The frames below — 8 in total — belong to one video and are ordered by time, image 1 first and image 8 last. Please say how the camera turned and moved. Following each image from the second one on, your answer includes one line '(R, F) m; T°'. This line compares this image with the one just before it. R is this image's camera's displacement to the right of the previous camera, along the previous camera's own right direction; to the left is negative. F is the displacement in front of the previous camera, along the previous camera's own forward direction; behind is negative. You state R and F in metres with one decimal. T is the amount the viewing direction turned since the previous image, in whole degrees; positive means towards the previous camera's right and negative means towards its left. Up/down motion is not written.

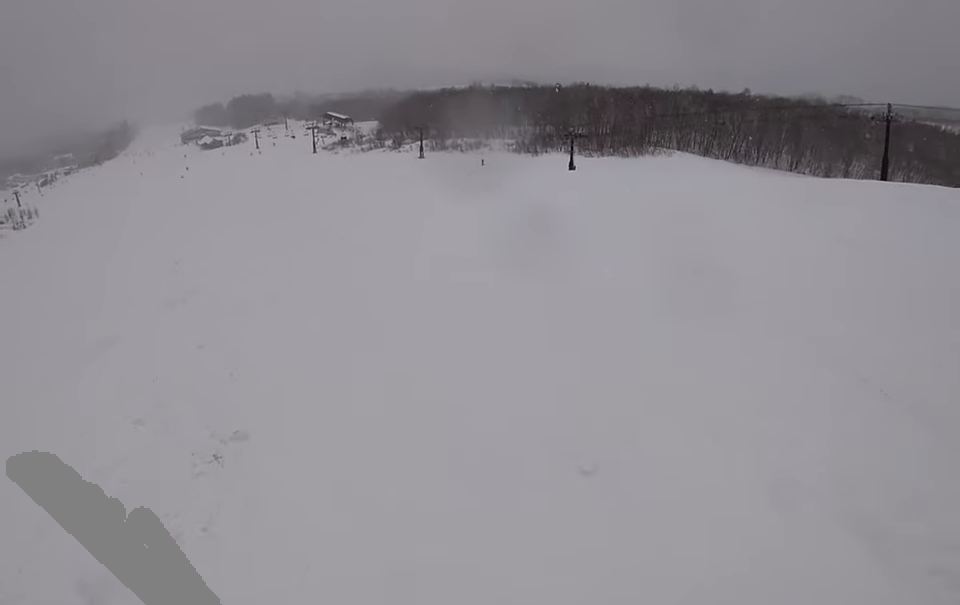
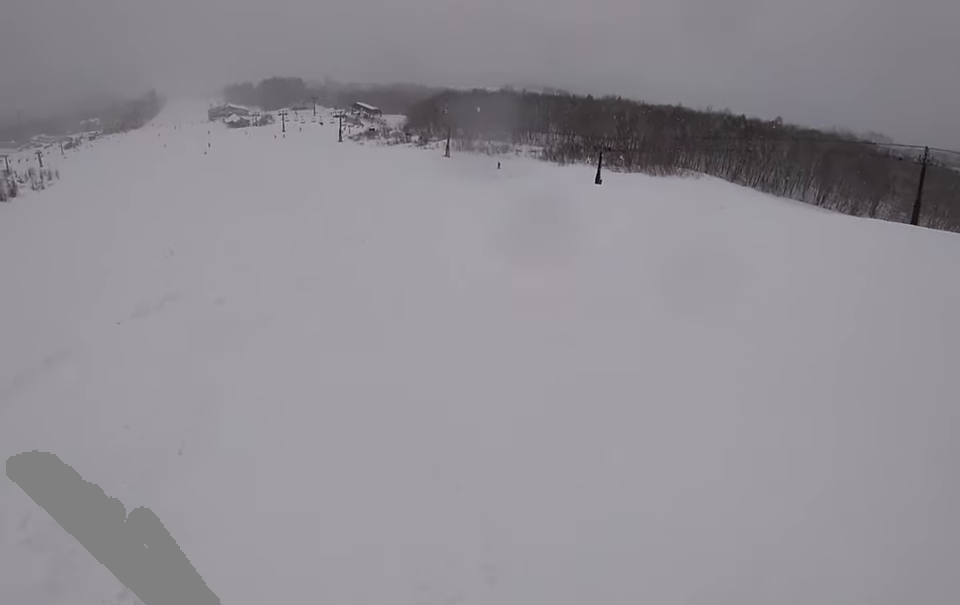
(-0.3, +1.6) m; -5°
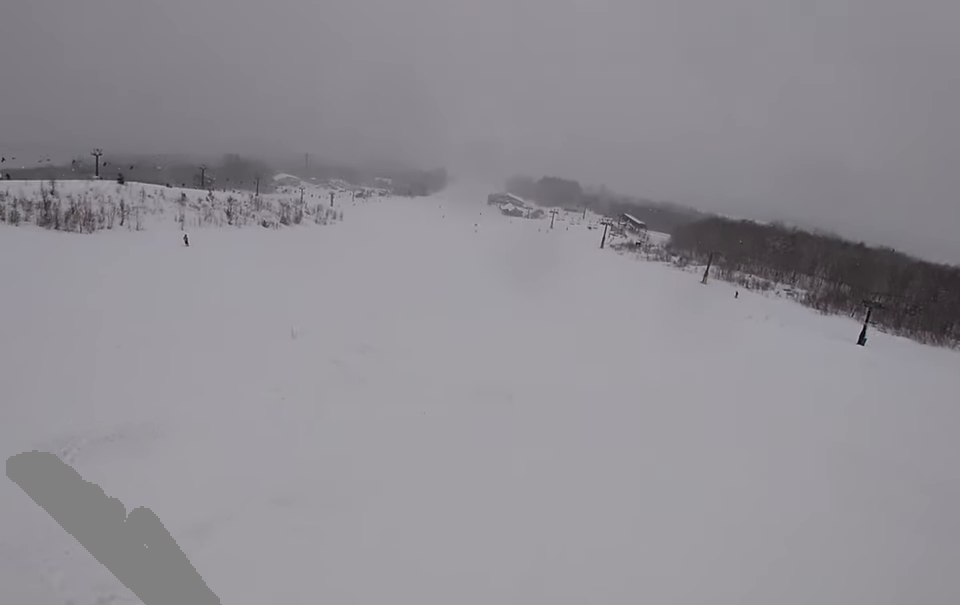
(-0.5, +3.8) m; -16°
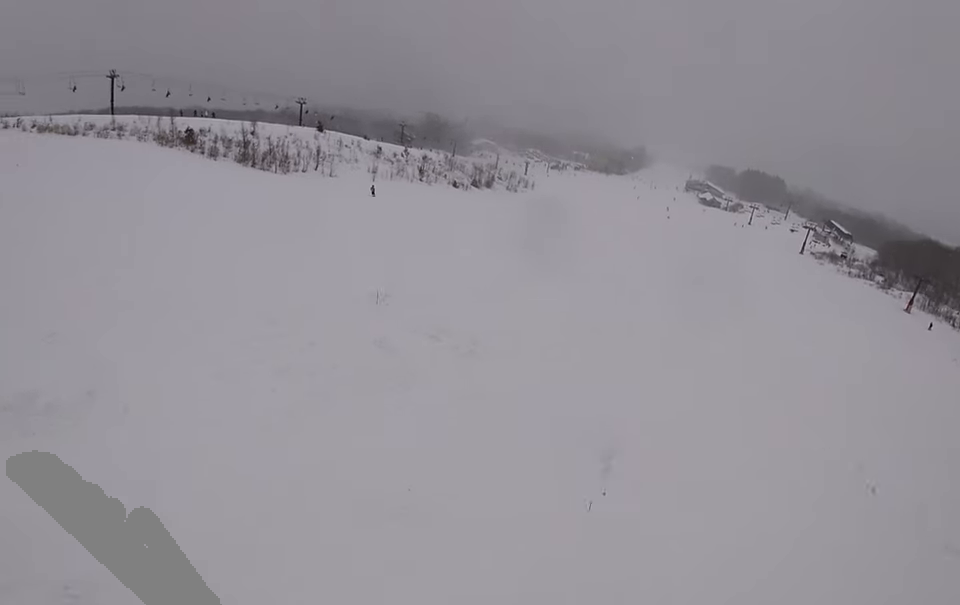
(+0.3, +2.0) m; -10°
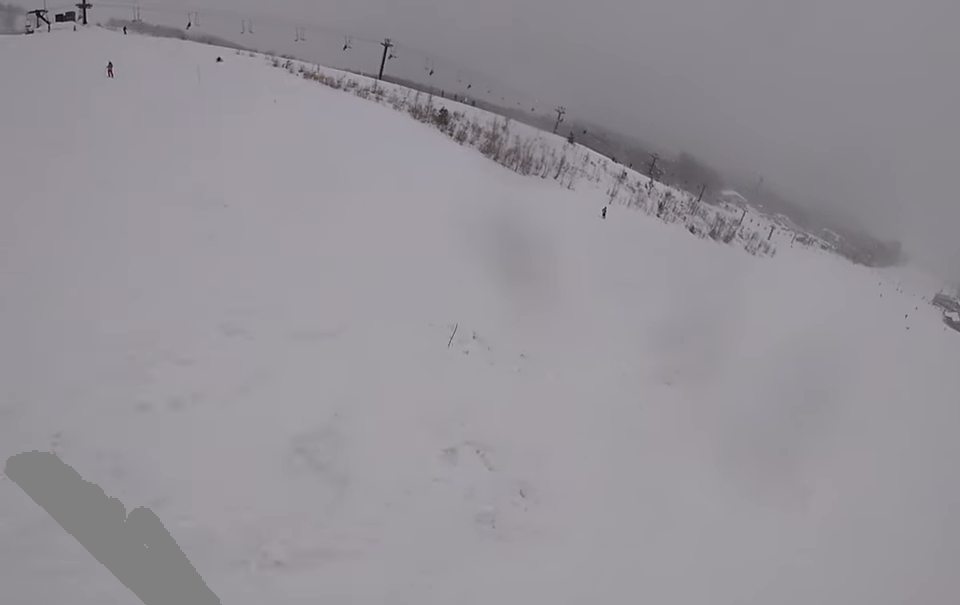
(-0.8, +2.5) m; -7°
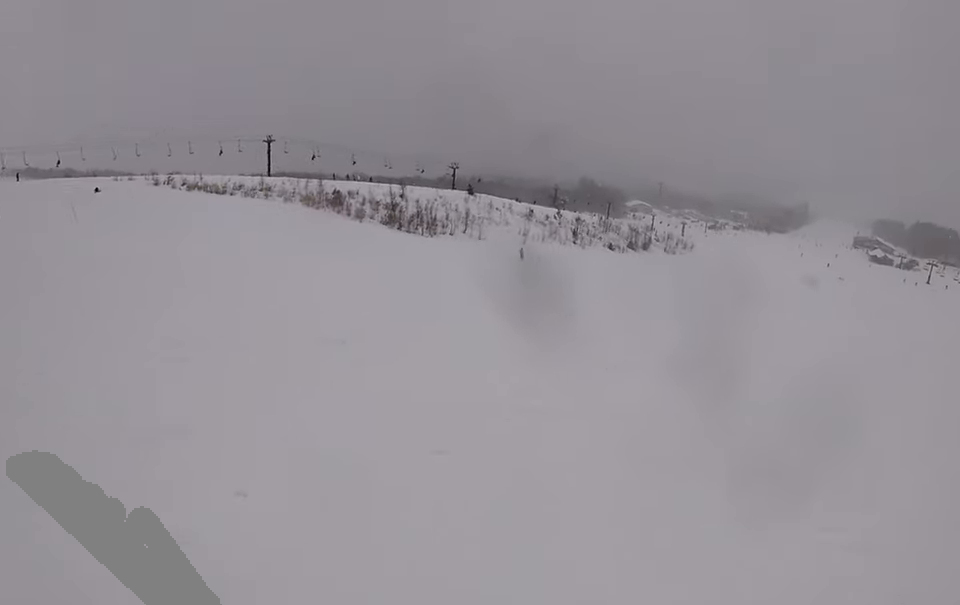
(0.0, +4.9) m; +3°
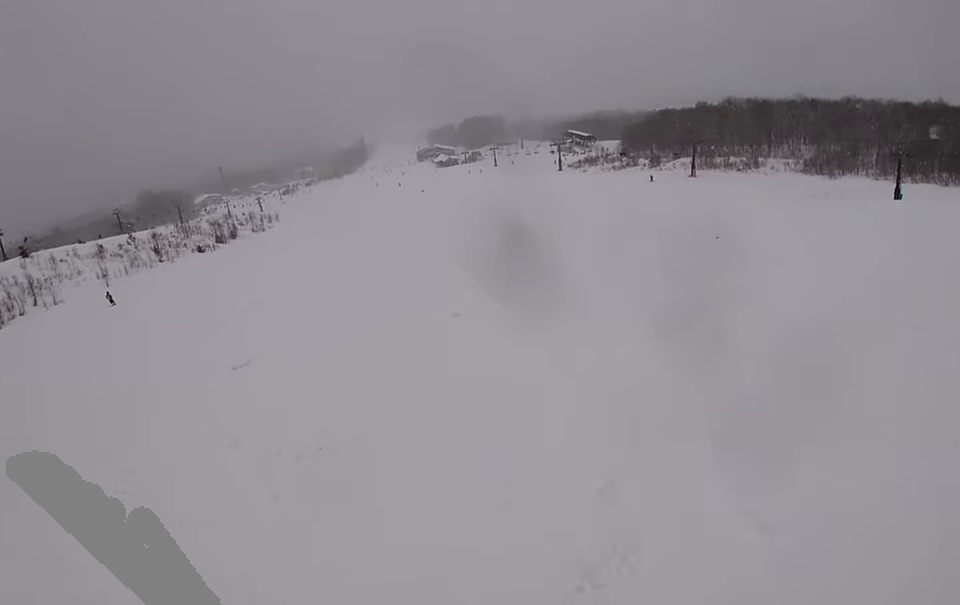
(+0.4, +6.5) m; +15°
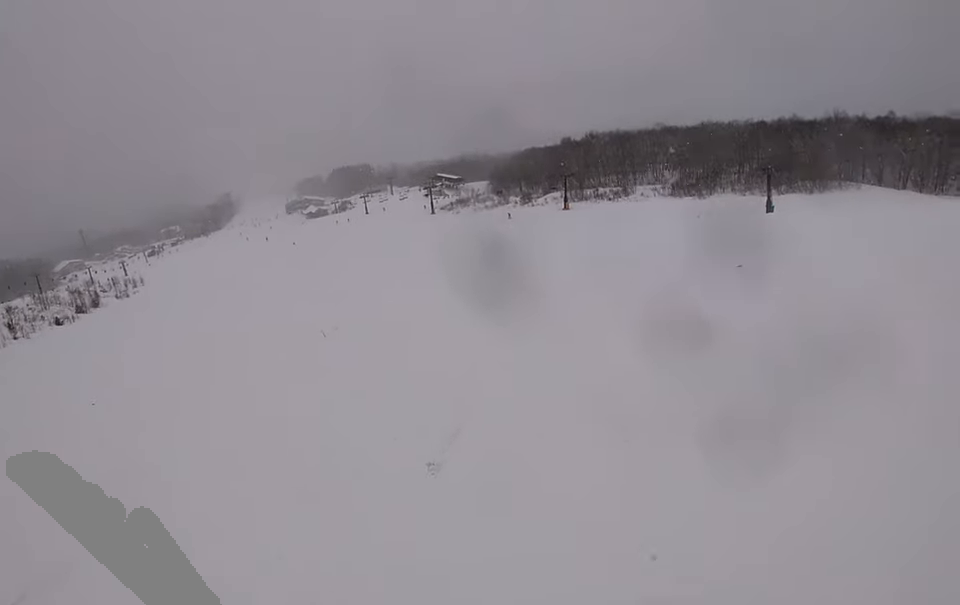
(+0.6, +3.8) m; +23°
